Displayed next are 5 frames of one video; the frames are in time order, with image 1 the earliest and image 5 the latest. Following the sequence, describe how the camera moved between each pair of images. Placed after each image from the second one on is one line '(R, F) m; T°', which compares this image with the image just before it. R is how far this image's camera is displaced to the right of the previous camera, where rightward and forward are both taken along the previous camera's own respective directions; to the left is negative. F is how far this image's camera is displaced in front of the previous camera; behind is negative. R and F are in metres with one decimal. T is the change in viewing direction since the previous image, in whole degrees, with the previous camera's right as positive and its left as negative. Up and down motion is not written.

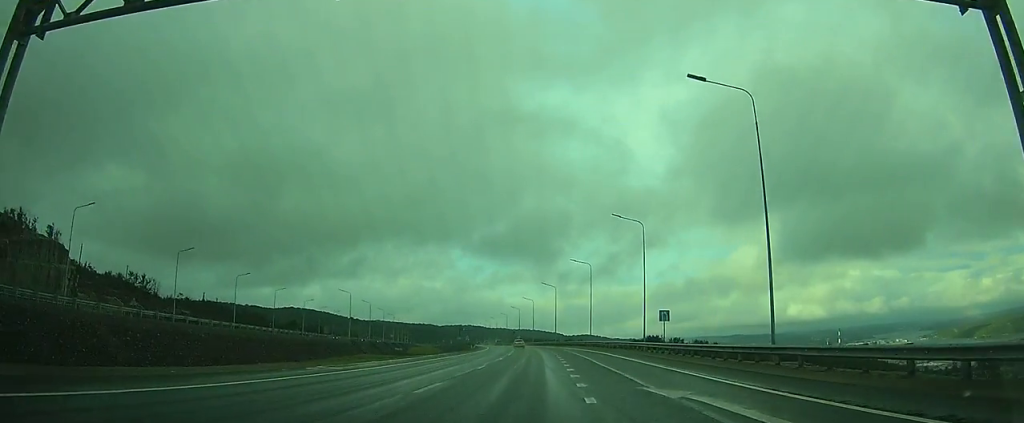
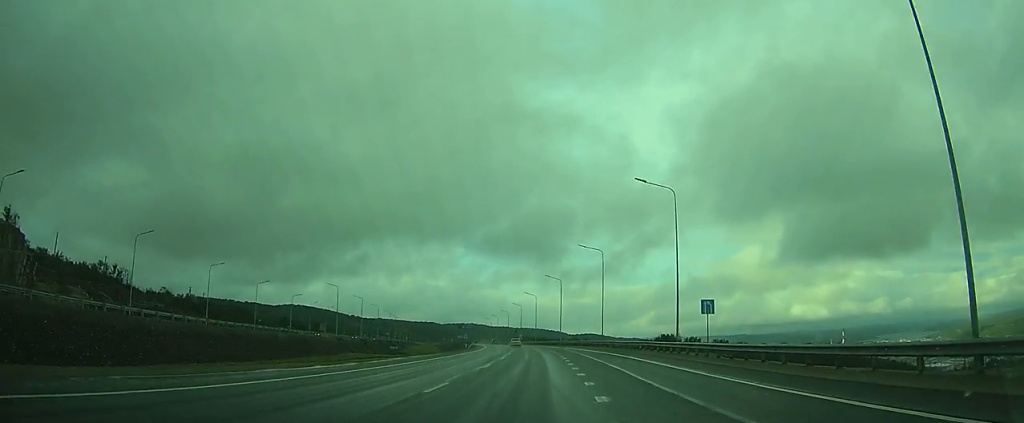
(0.0, +14.3) m; -1°
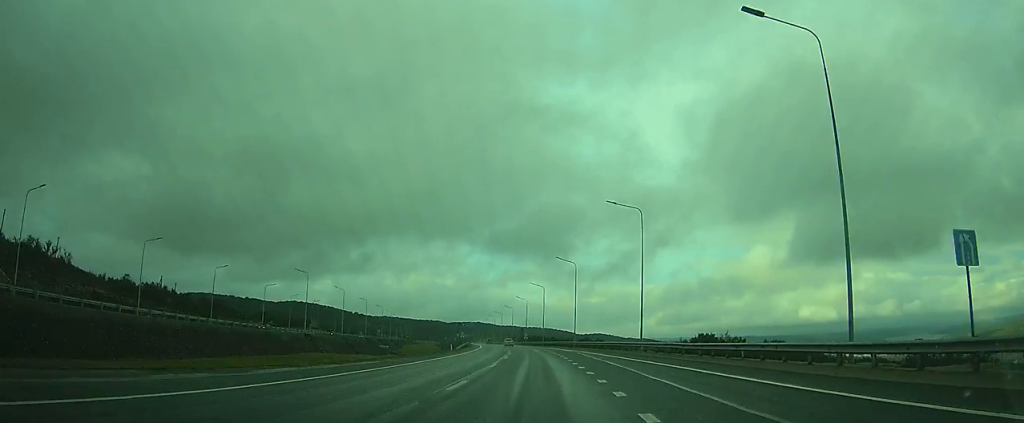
(-0.7, +28.0) m; -2°
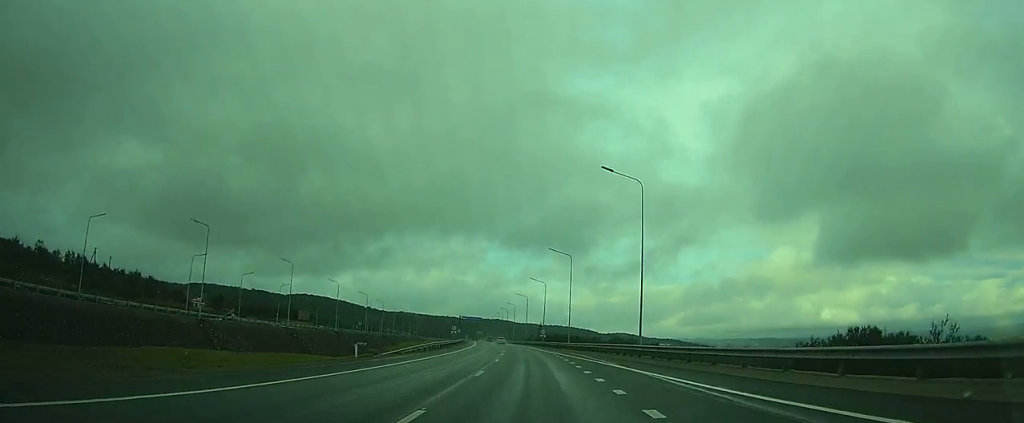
(-0.9, +48.4) m; -3°
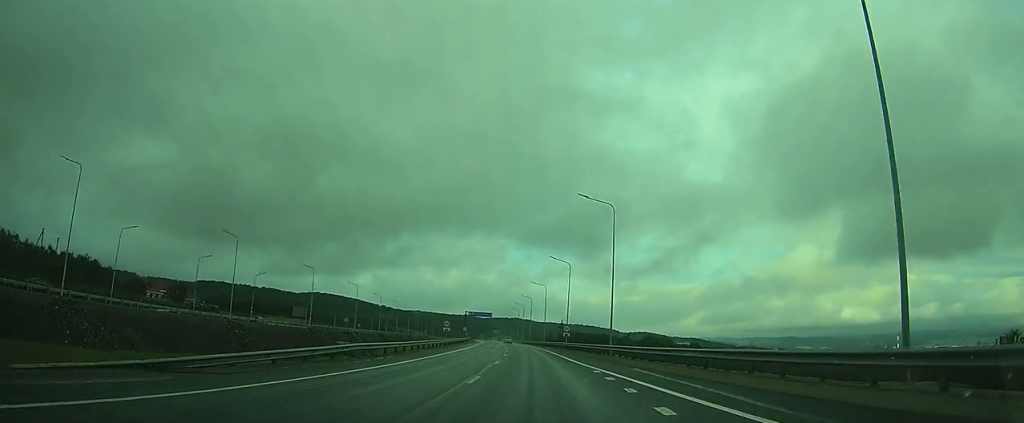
(-0.5, +28.3) m; -2°
